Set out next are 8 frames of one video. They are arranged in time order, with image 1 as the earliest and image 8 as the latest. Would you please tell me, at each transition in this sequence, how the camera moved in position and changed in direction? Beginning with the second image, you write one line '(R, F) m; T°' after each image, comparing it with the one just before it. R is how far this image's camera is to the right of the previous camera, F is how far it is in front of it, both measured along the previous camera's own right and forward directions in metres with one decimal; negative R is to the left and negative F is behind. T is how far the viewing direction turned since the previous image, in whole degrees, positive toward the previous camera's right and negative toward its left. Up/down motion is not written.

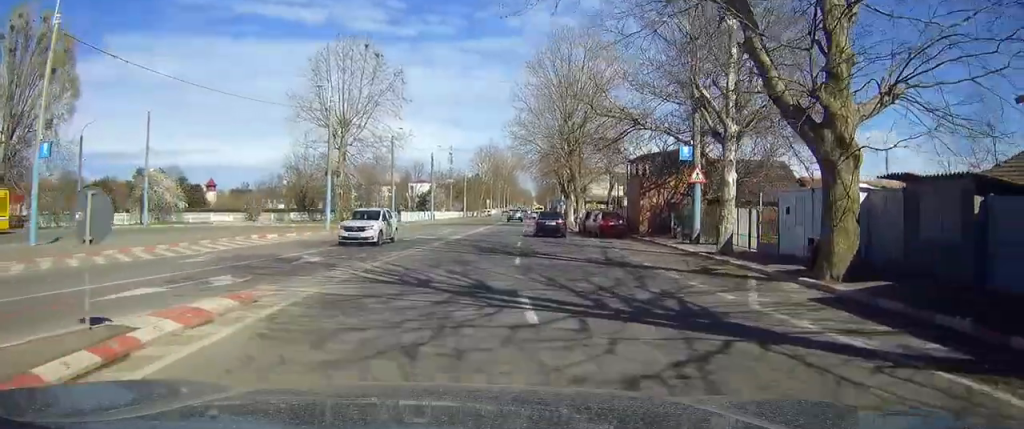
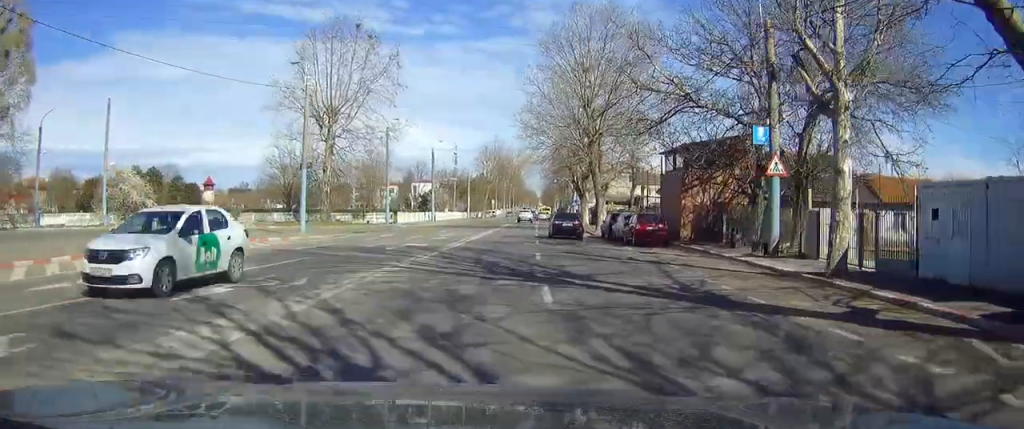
(-0.1, +8.1) m; -1°
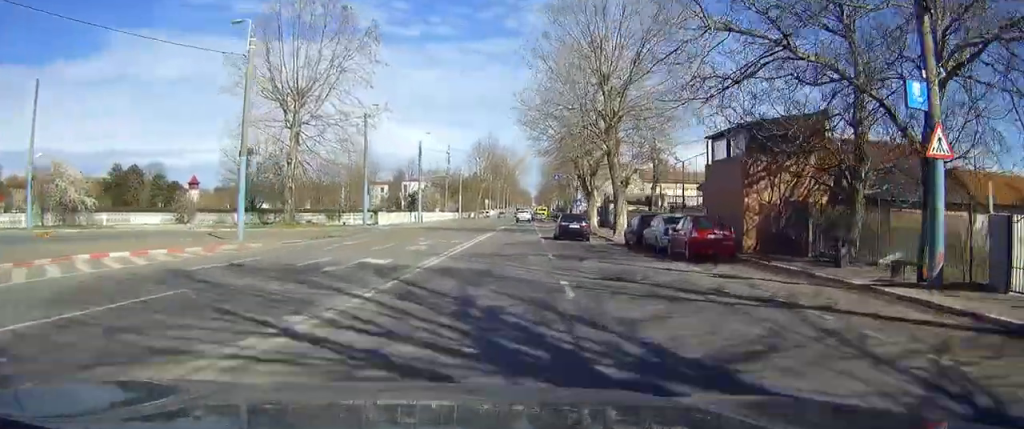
(-0.1, +9.5) m; 0°
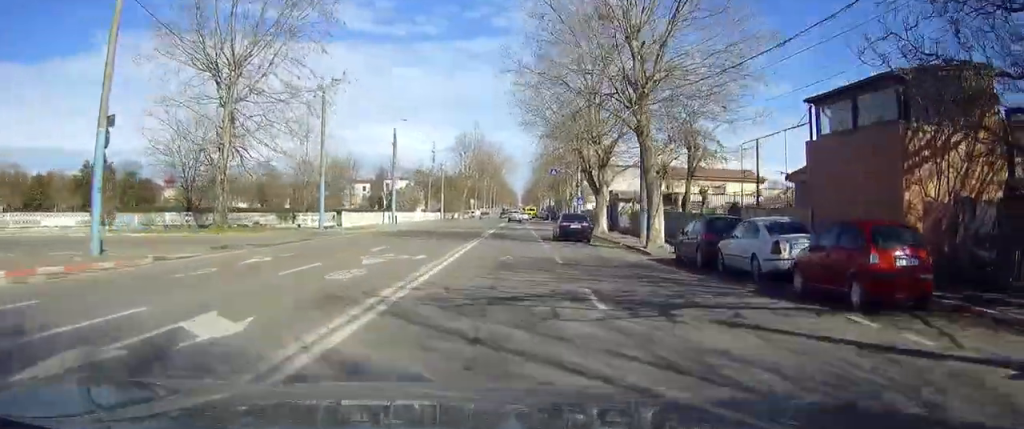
(0.0, +11.4) m; +1°
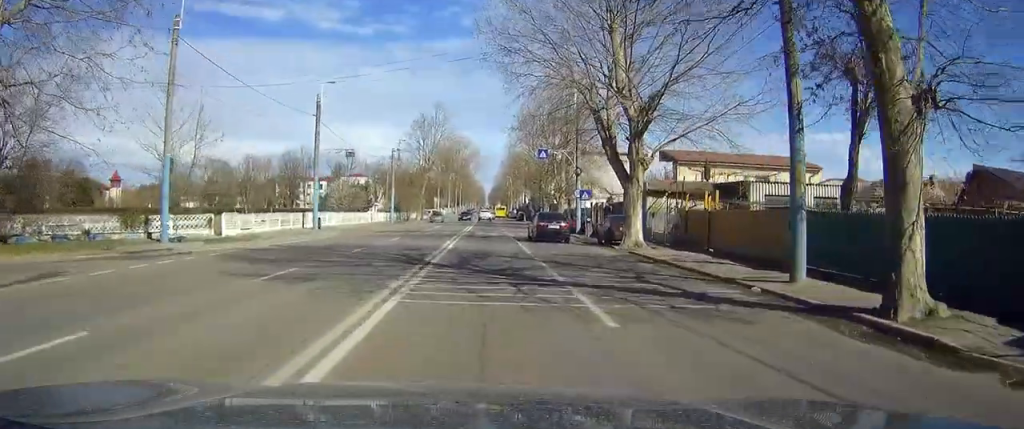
(+0.5, +20.6) m; +2°
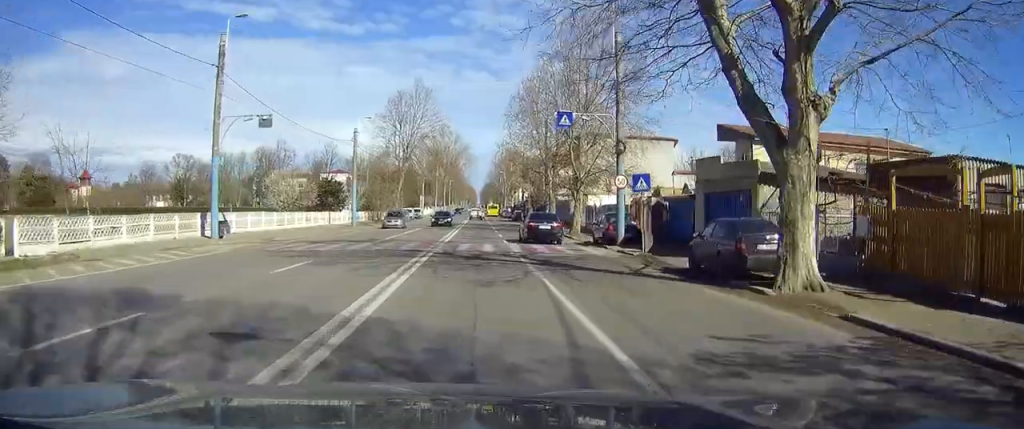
(+0.1, +17.7) m; 0°
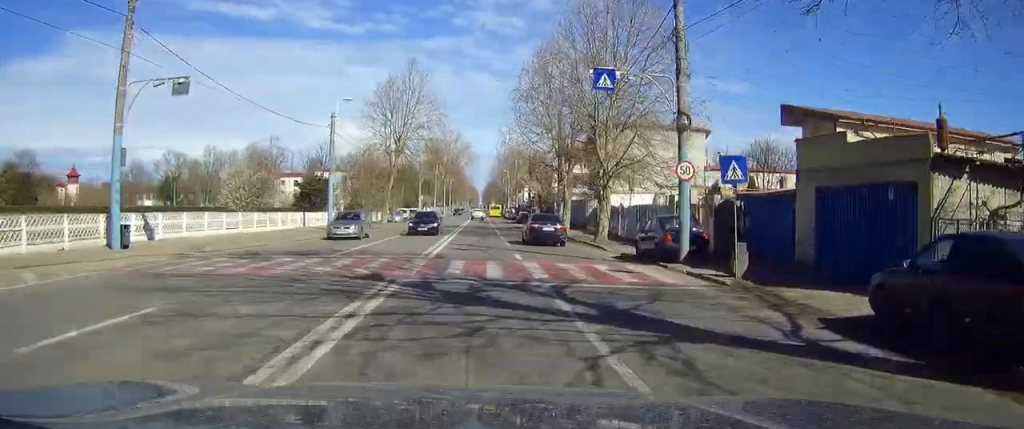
(0.0, +9.6) m; 0°
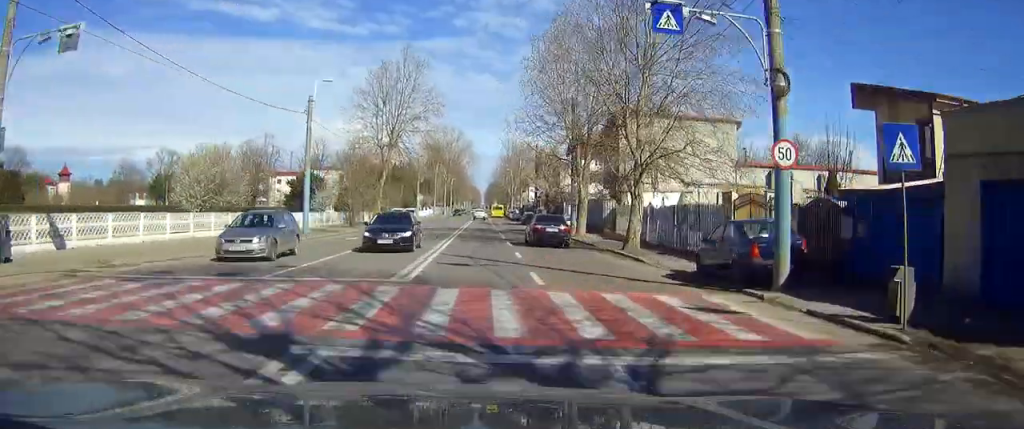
(+0.1, +7.2) m; 0°
